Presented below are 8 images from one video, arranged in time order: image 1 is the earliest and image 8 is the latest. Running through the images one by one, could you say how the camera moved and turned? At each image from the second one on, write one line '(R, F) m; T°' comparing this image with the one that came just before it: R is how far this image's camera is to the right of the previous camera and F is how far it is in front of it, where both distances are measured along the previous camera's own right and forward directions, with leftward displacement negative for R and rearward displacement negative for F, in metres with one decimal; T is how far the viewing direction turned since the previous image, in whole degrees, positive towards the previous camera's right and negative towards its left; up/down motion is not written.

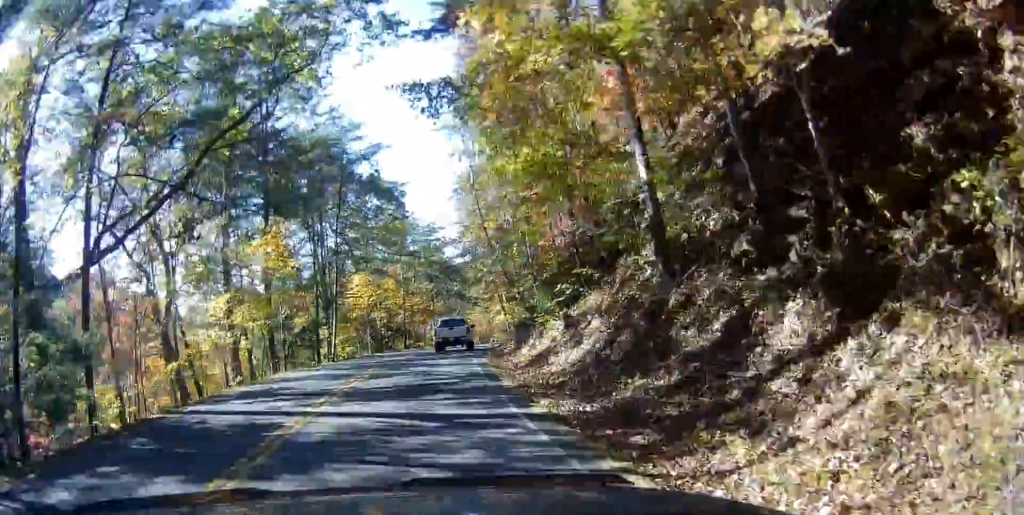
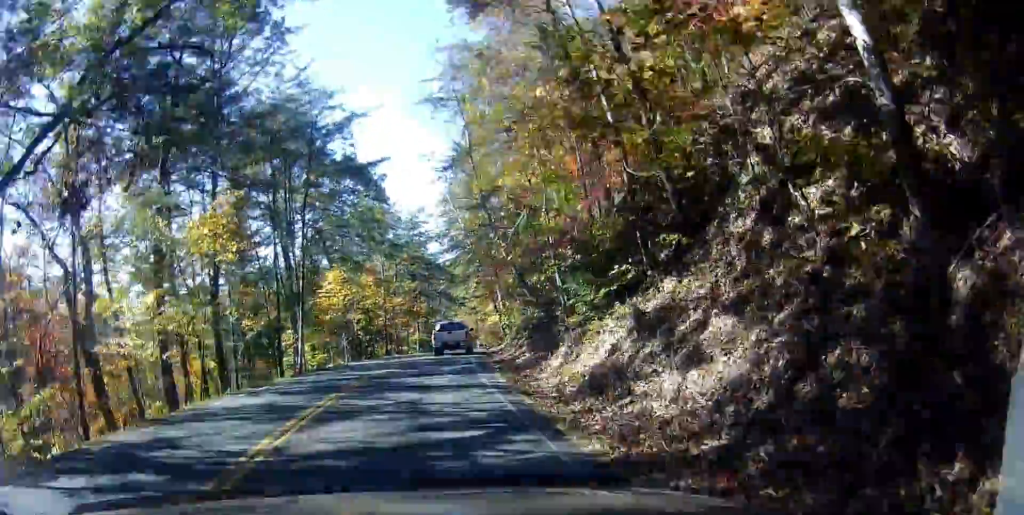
(+0.2, +7.0) m; +2°
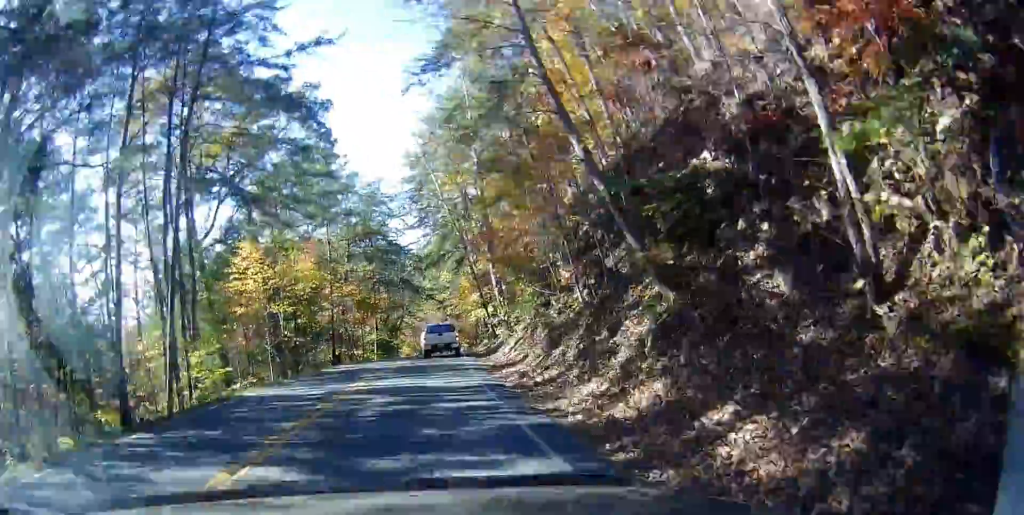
(+0.3, +15.1) m; +4°
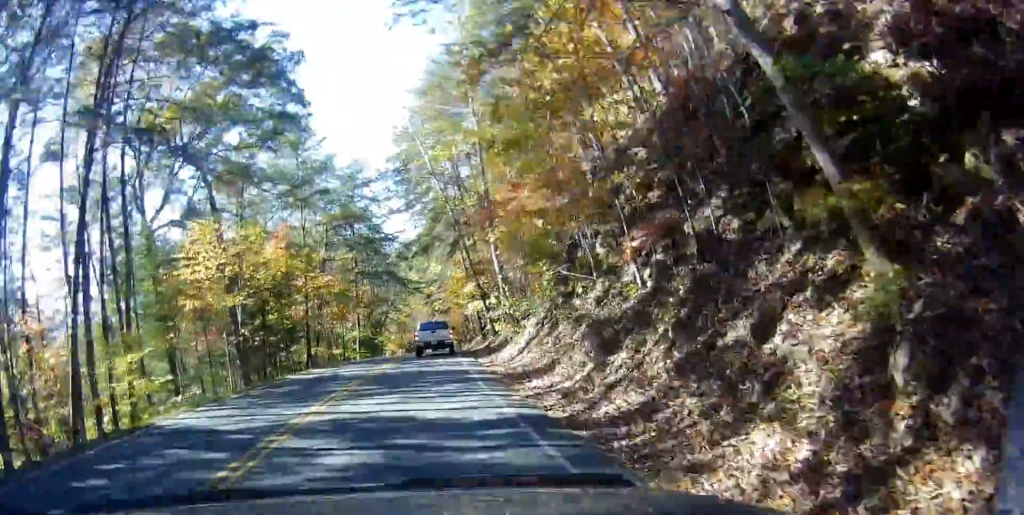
(+0.2, +5.6) m; +2°
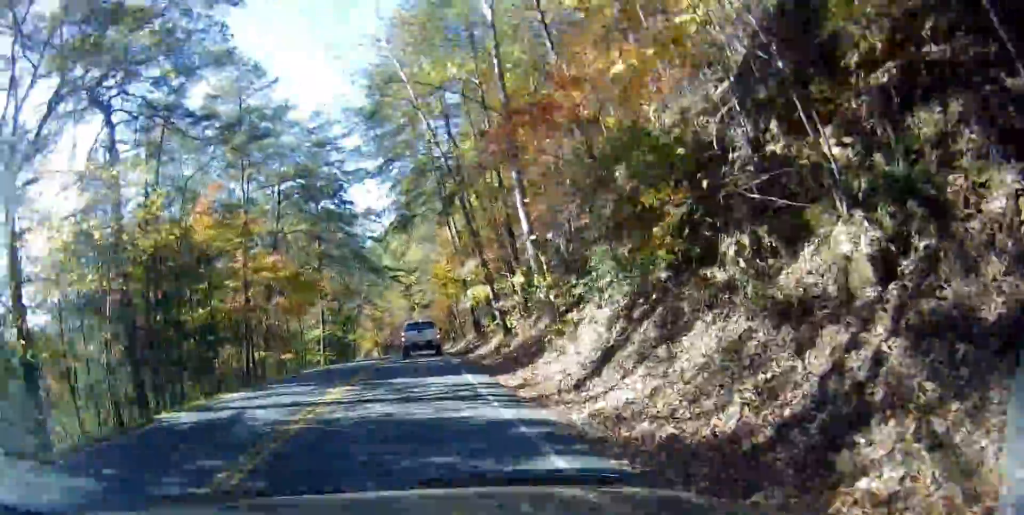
(+0.3, +10.4) m; +5°
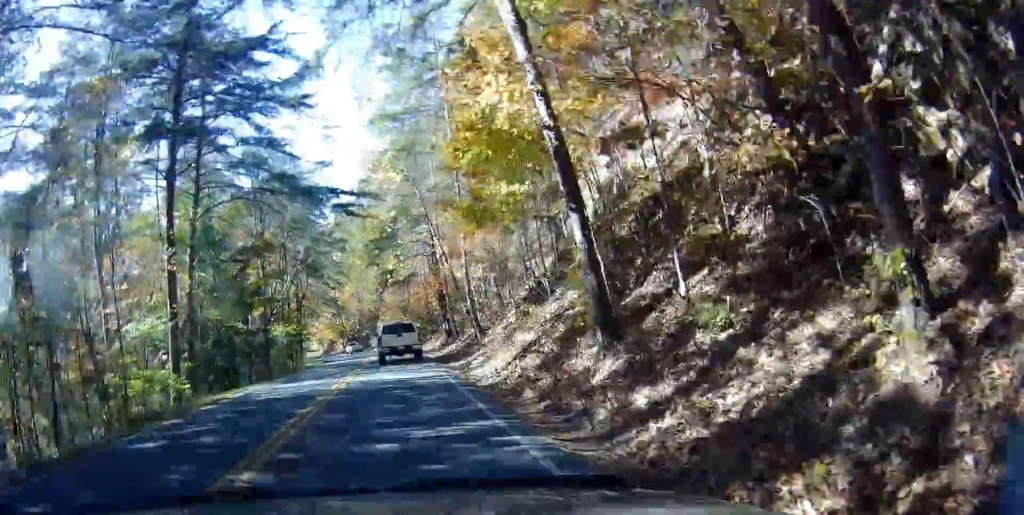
(+3.9, +27.4) m; +15°
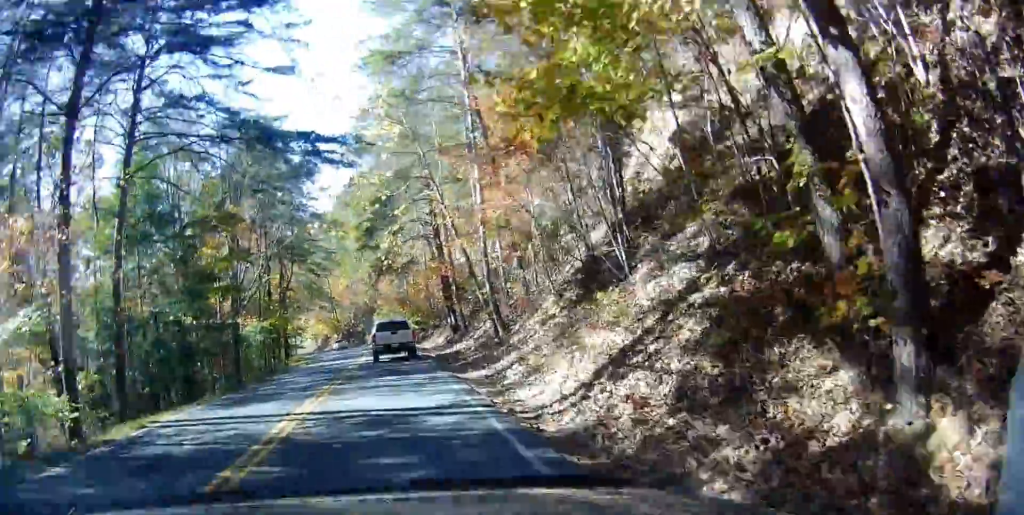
(+0.2, +7.4) m; +1°
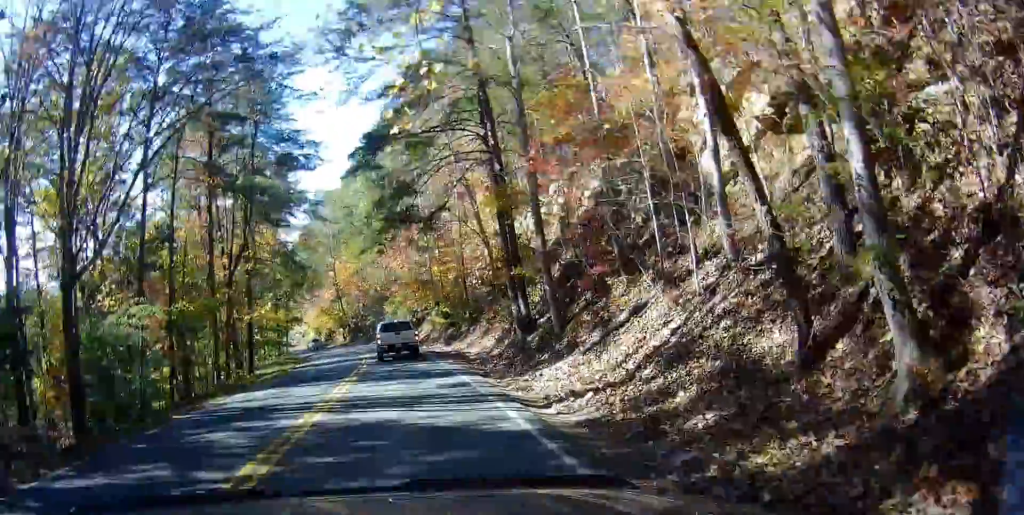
(-0.7, +19.0) m; -4°
